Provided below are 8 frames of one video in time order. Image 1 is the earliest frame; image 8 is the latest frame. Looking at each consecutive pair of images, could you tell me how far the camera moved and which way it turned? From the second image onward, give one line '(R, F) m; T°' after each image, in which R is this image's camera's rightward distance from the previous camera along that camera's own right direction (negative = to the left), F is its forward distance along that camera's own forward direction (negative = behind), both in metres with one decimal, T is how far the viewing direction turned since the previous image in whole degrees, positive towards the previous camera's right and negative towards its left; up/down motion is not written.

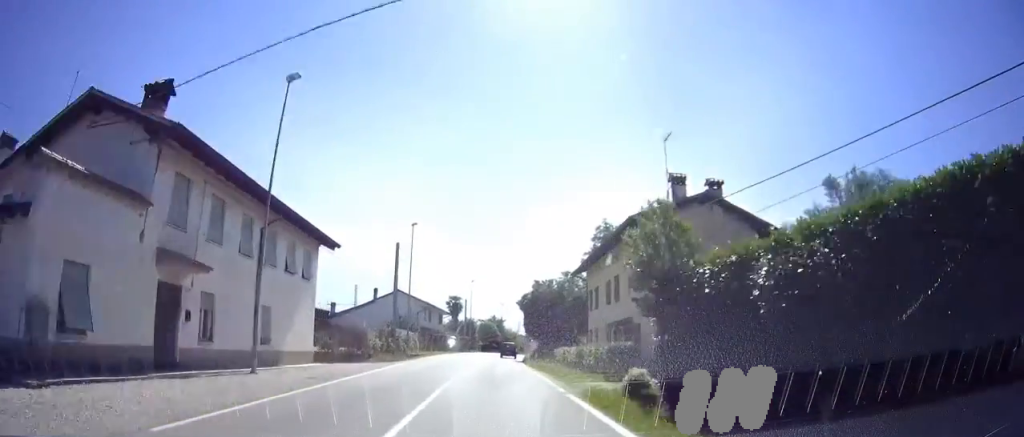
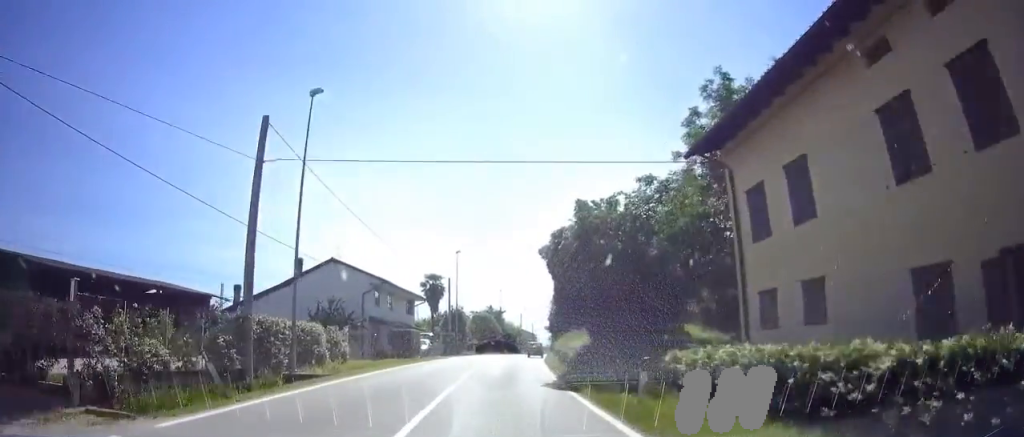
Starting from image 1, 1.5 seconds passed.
(-0.5, +23.5) m; -2°
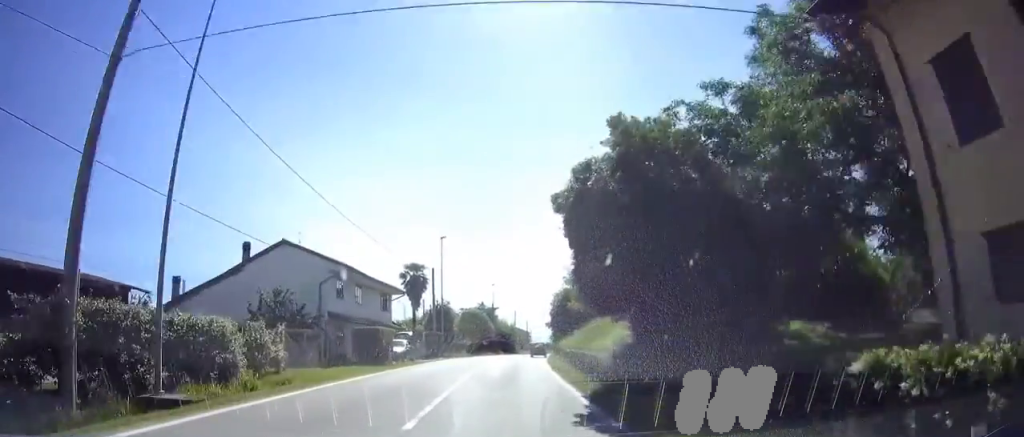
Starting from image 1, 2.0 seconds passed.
(0.0, +7.9) m; 0°
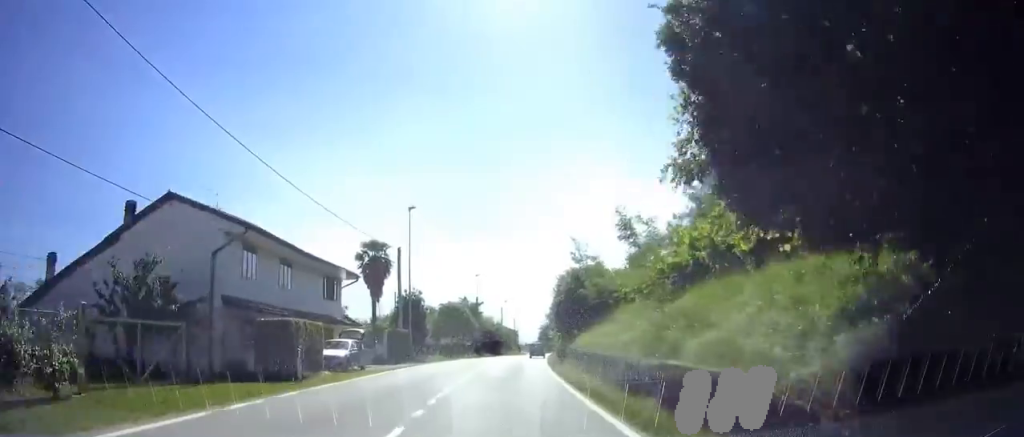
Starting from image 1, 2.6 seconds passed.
(0.0, +10.0) m; 0°
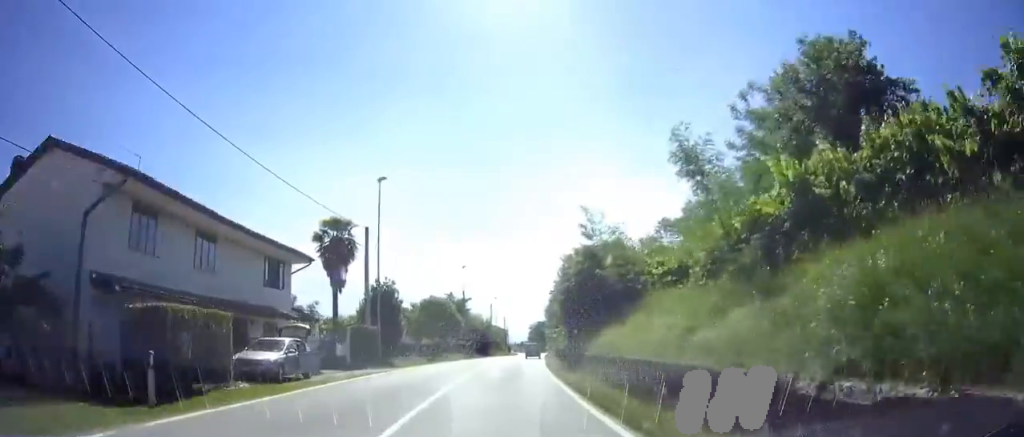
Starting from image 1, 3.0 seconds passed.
(0.0, +6.4) m; +1°
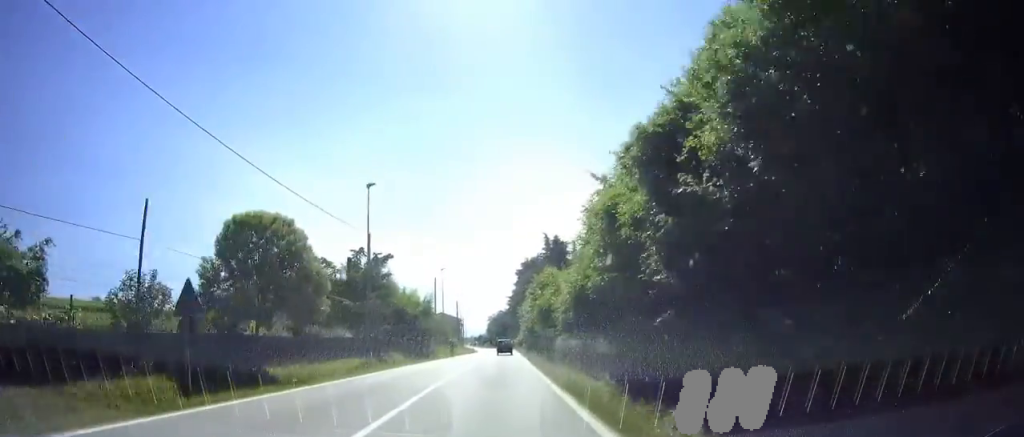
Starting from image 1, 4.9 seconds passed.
(+1.5, +29.6) m; +5°
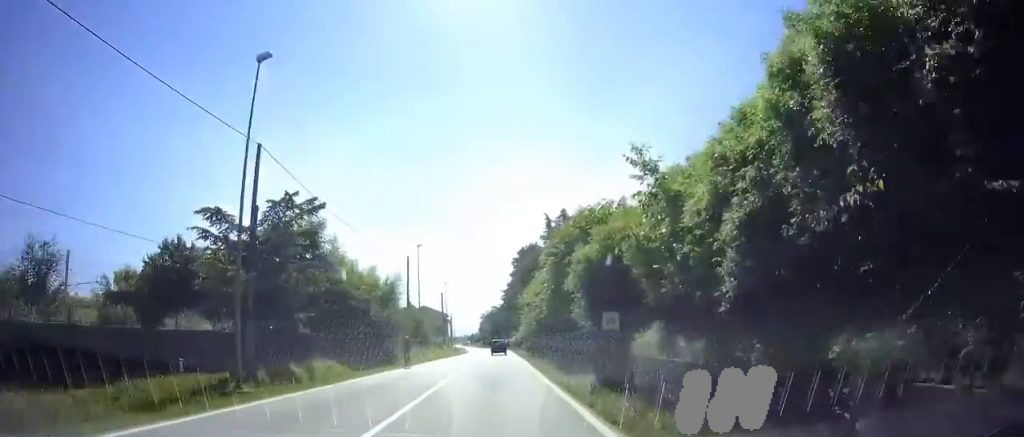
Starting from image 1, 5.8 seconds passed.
(0.0, +15.4) m; 0°
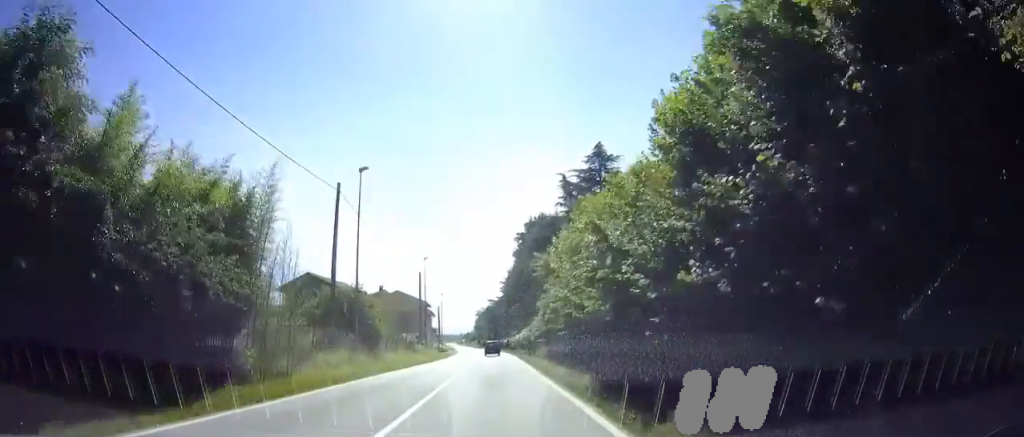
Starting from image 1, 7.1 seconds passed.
(+0.1, +21.1) m; 0°
